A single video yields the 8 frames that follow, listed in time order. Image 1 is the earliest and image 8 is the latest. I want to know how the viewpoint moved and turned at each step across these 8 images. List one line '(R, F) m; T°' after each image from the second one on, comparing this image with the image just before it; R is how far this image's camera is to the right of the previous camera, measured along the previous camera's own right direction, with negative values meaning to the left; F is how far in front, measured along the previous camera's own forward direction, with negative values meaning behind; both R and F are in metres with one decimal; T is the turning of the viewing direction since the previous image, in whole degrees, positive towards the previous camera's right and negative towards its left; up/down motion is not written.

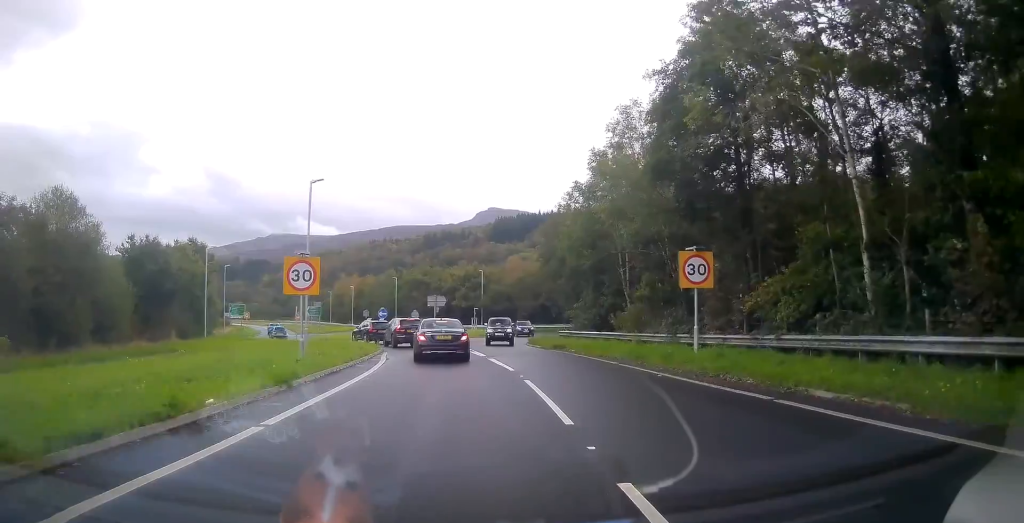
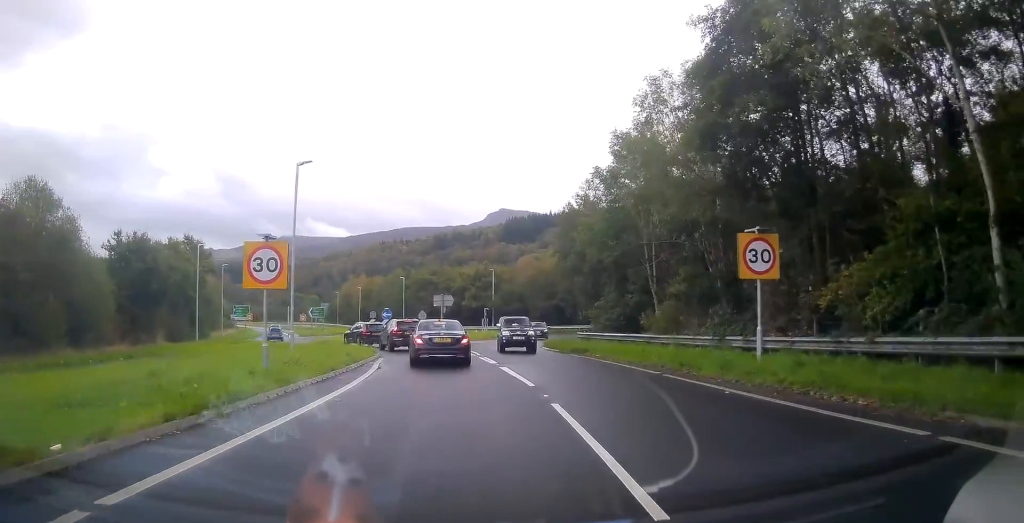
(0.0, +4.0) m; -1°
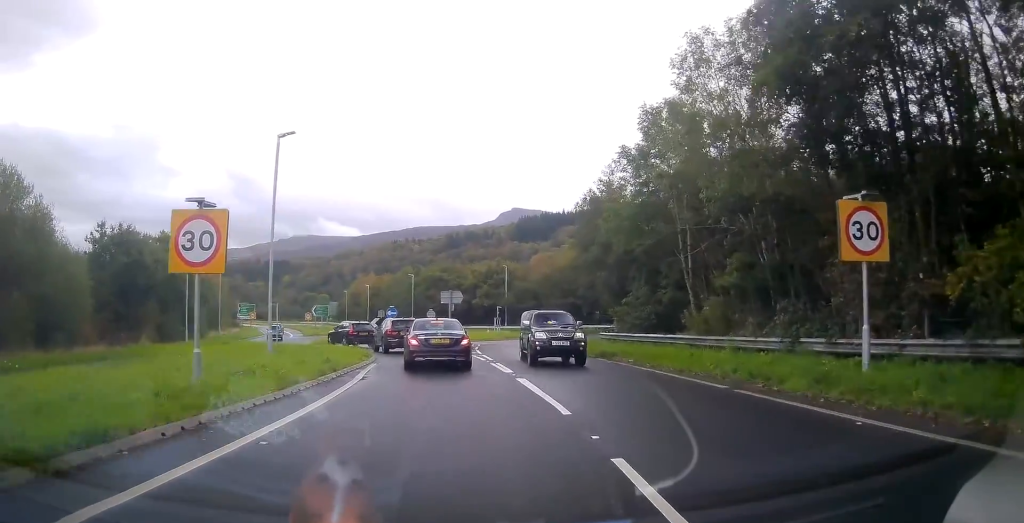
(0.0, +4.4) m; -1°
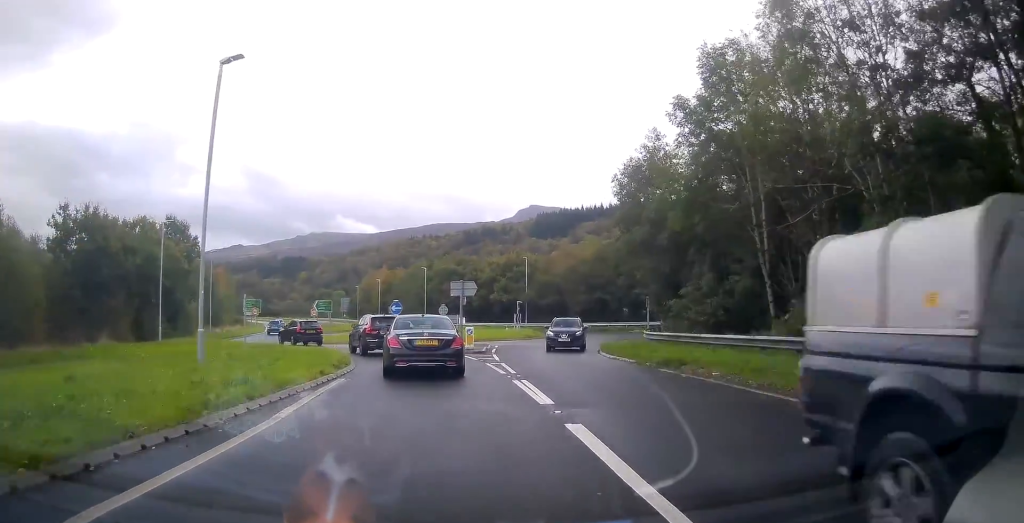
(-0.2, +7.3) m; -2°
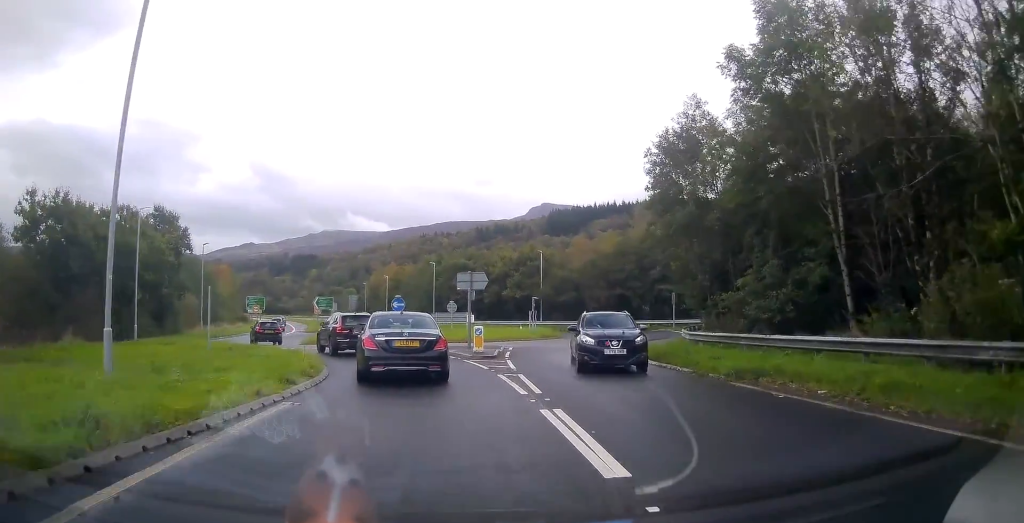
(0.0, +5.0) m; -1°
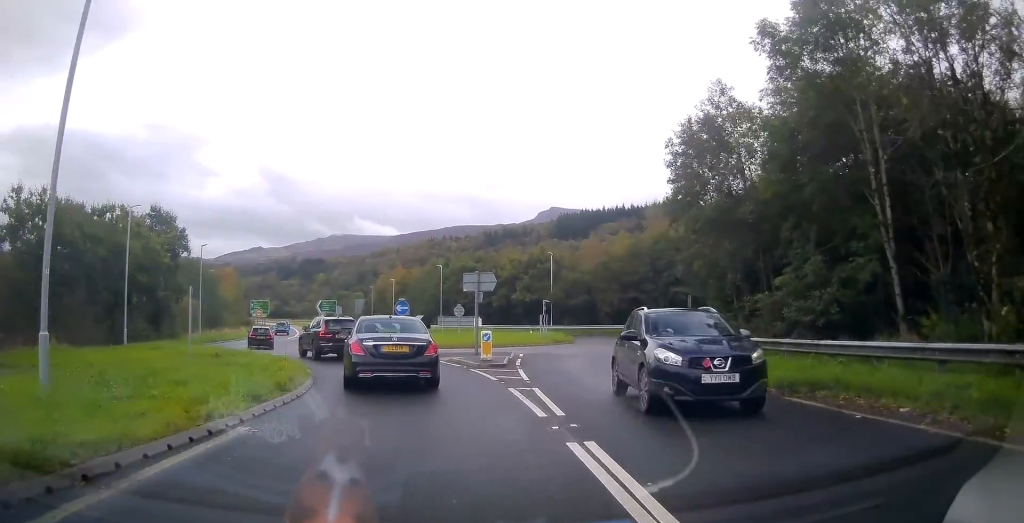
(0.0, +2.2) m; -1°
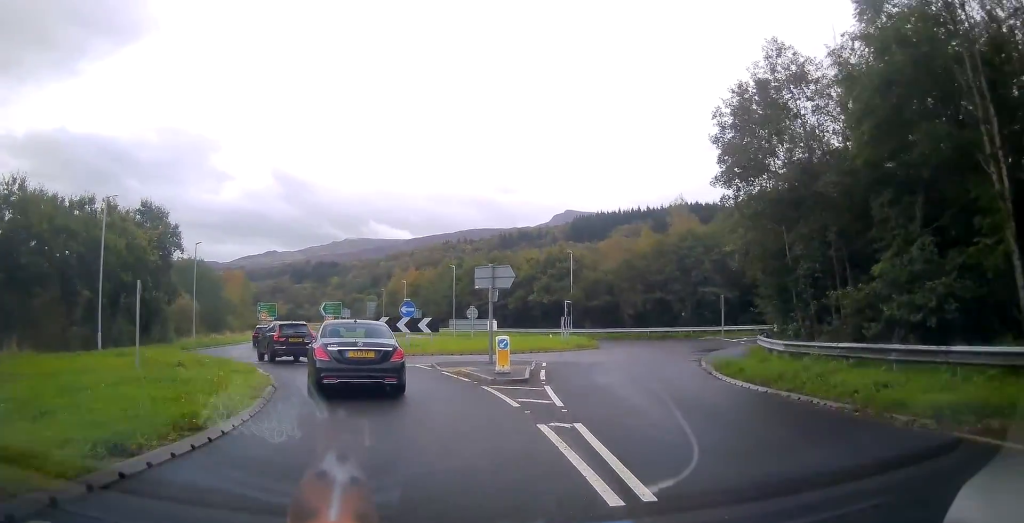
(0.0, +4.3) m; -2°
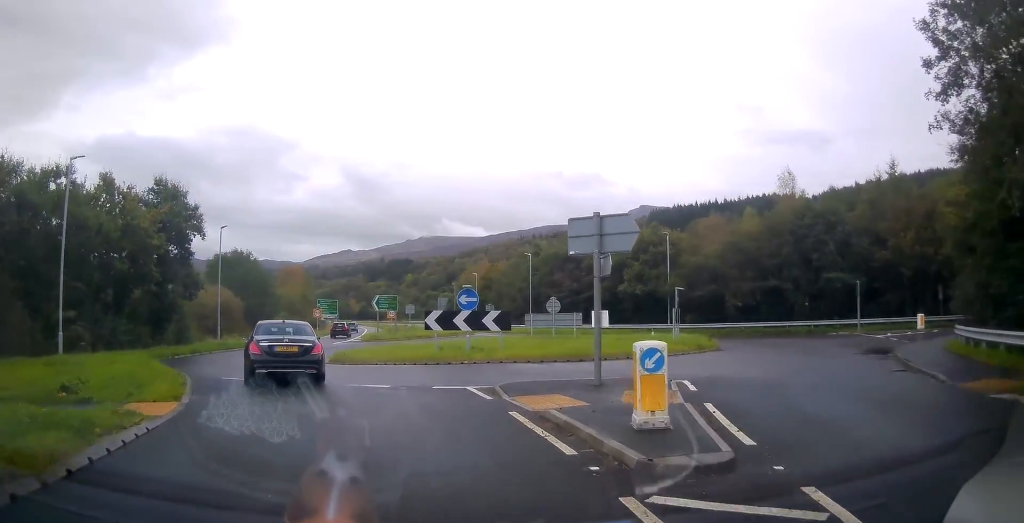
(-0.5, +9.1) m; -8°
